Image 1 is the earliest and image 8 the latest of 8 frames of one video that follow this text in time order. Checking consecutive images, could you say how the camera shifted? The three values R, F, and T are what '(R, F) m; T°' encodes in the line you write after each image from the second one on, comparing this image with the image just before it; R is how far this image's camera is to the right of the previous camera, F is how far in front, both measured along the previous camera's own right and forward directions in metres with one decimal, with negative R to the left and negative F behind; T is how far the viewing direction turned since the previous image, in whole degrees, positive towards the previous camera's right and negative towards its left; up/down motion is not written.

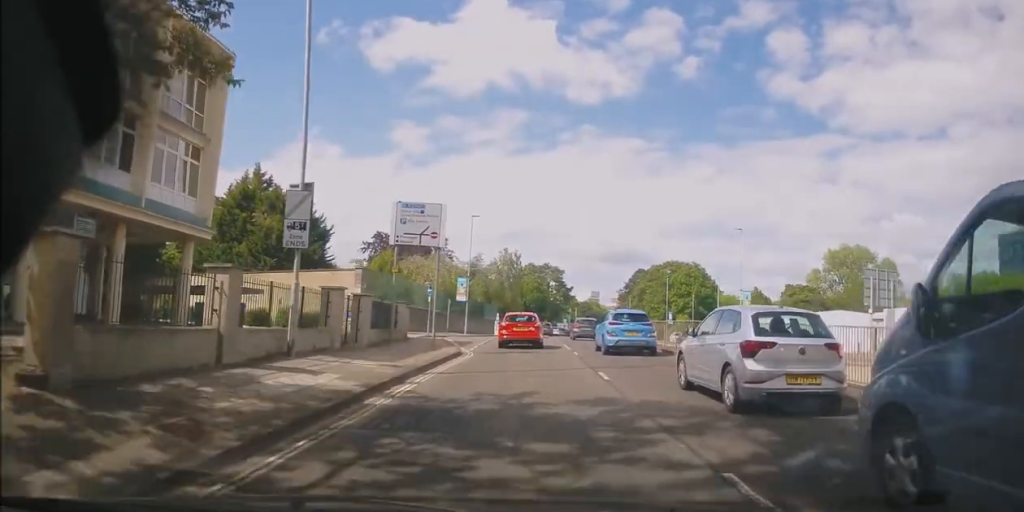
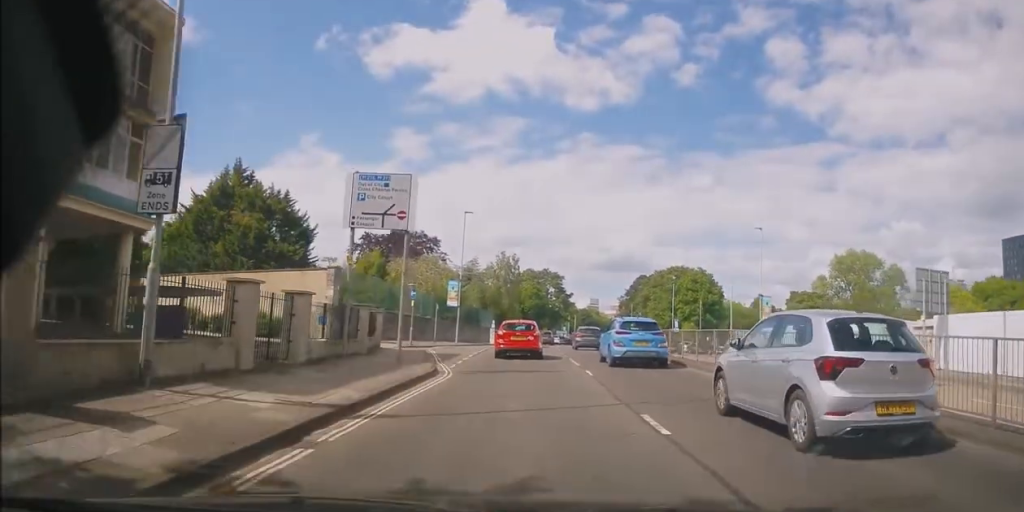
(+0.1, +5.2) m; 0°
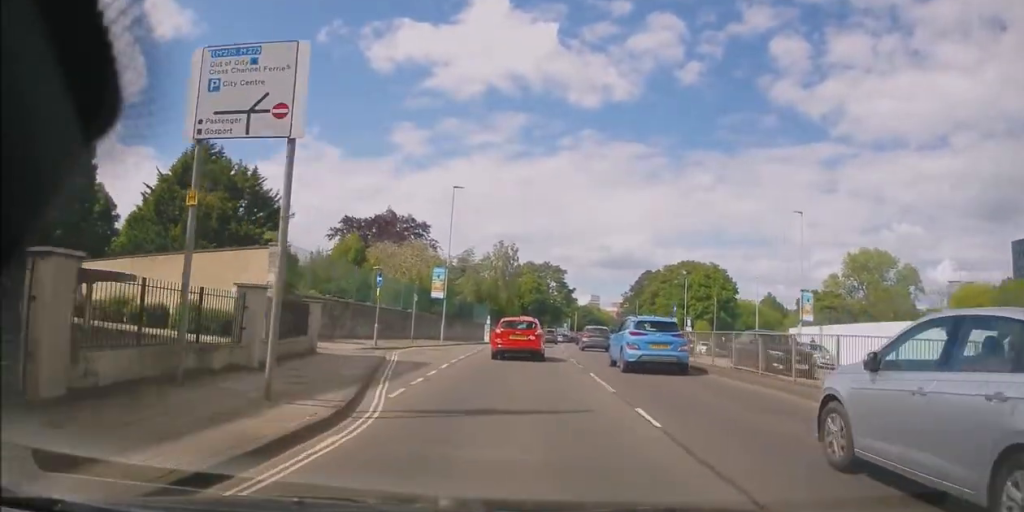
(-0.2, +8.1) m; -2°
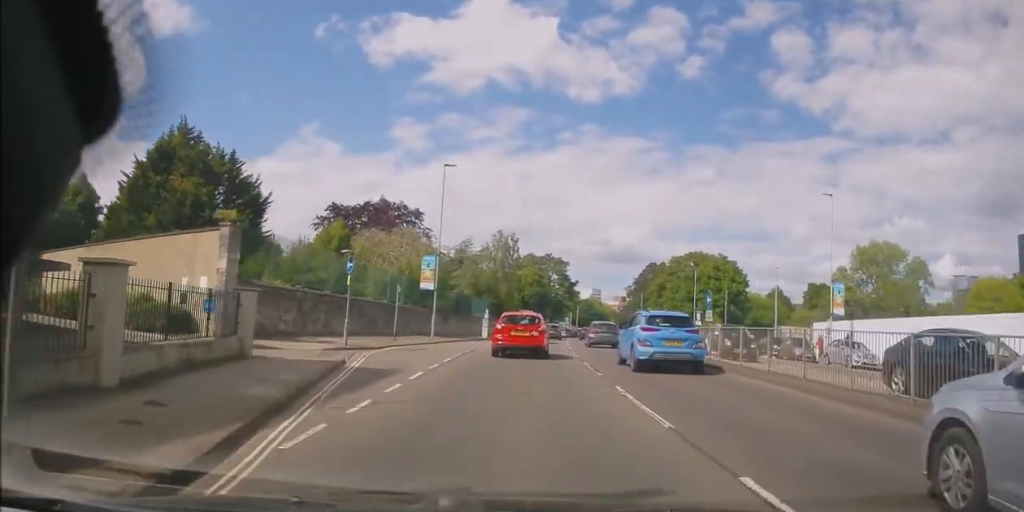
(0.0, +4.7) m; 0°
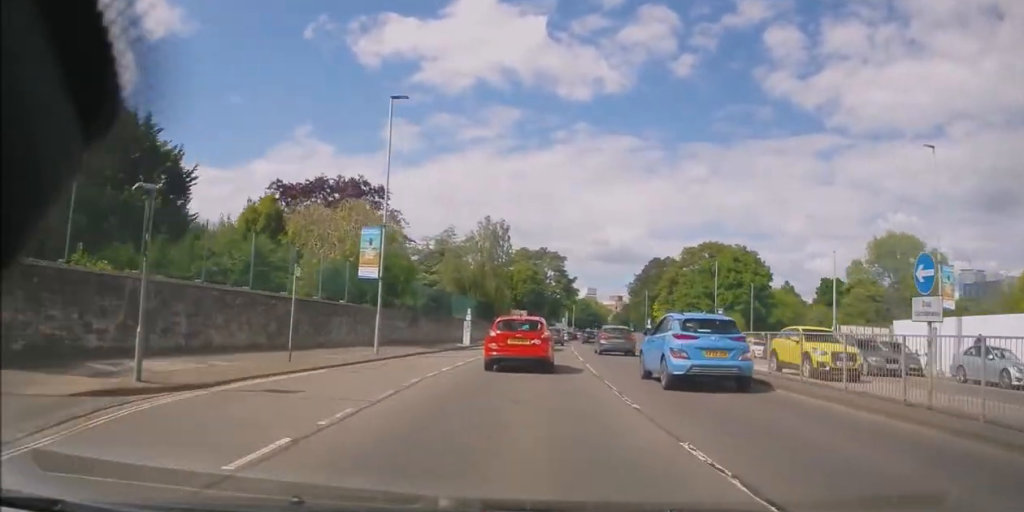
(0.0, +13.1) m; +2°
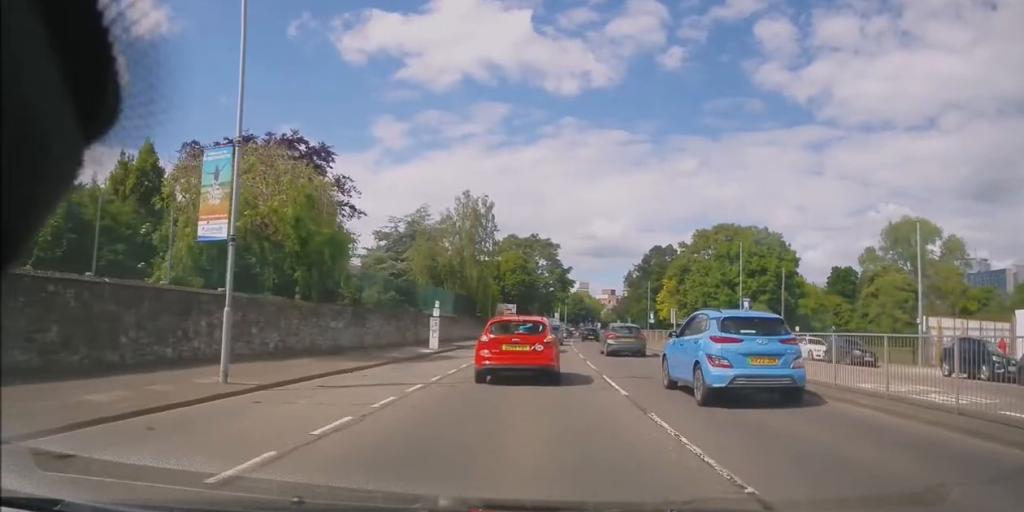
(+0.1, +12.0) m; 0°
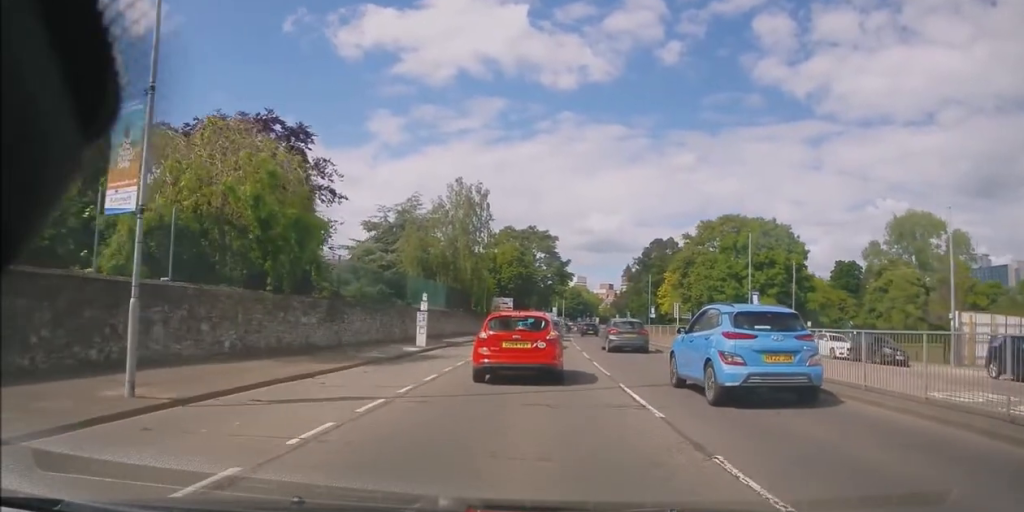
(0.0, +3.2) m; +1°
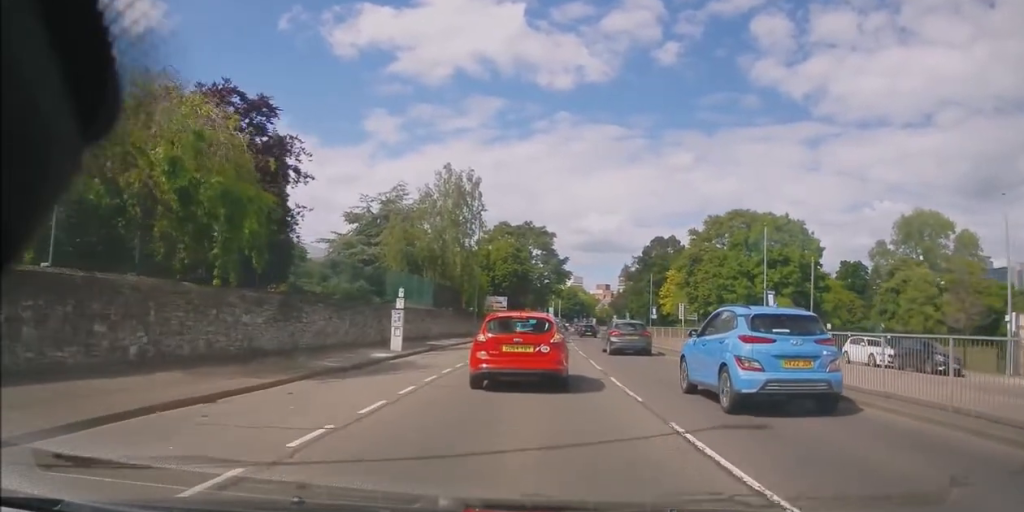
(+0.2, +4.8) m; +2°
